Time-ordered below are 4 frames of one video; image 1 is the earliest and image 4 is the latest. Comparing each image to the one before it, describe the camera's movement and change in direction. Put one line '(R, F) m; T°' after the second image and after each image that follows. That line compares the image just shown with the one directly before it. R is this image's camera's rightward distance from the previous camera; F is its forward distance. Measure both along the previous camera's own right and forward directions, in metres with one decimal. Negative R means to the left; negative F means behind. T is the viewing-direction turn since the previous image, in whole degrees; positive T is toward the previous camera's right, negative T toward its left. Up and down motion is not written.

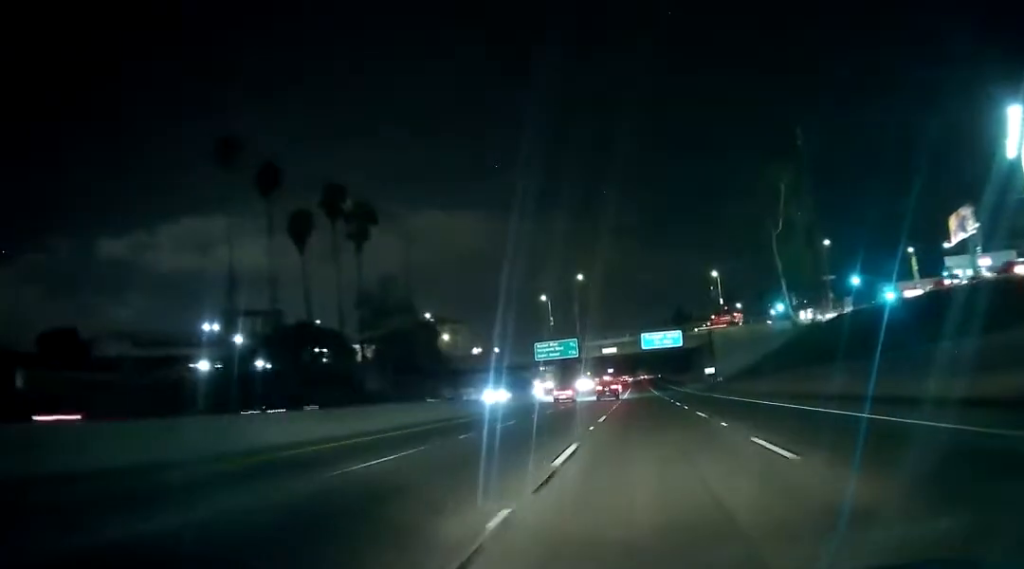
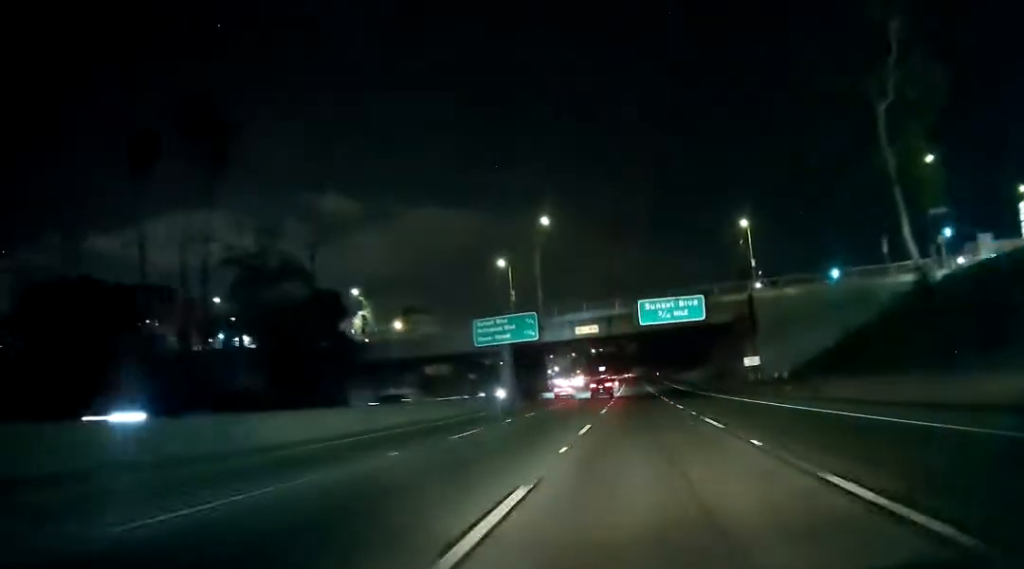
(+0.1, +36.5) m; +1°
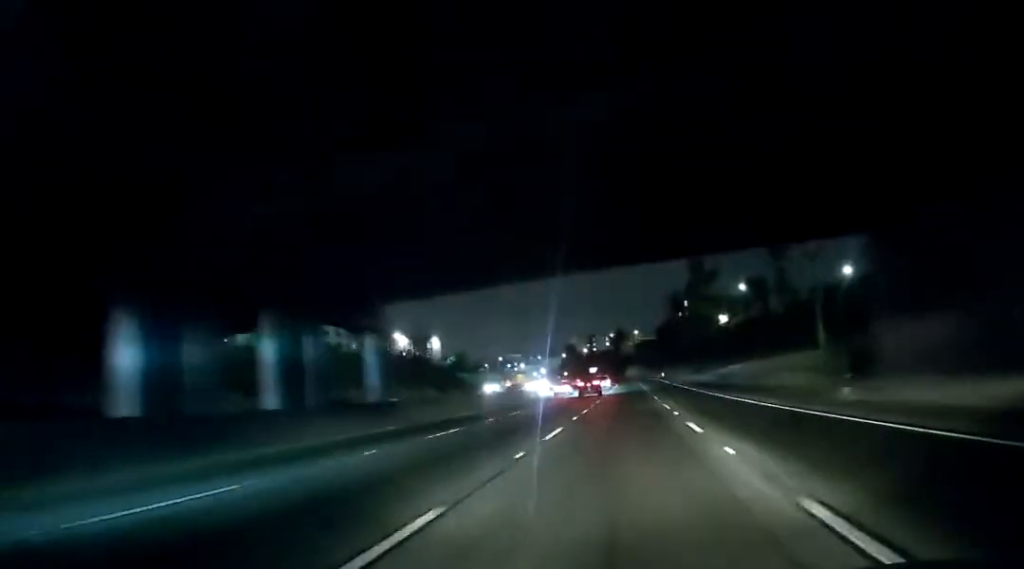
(+1.1, +59.6) m; +1°
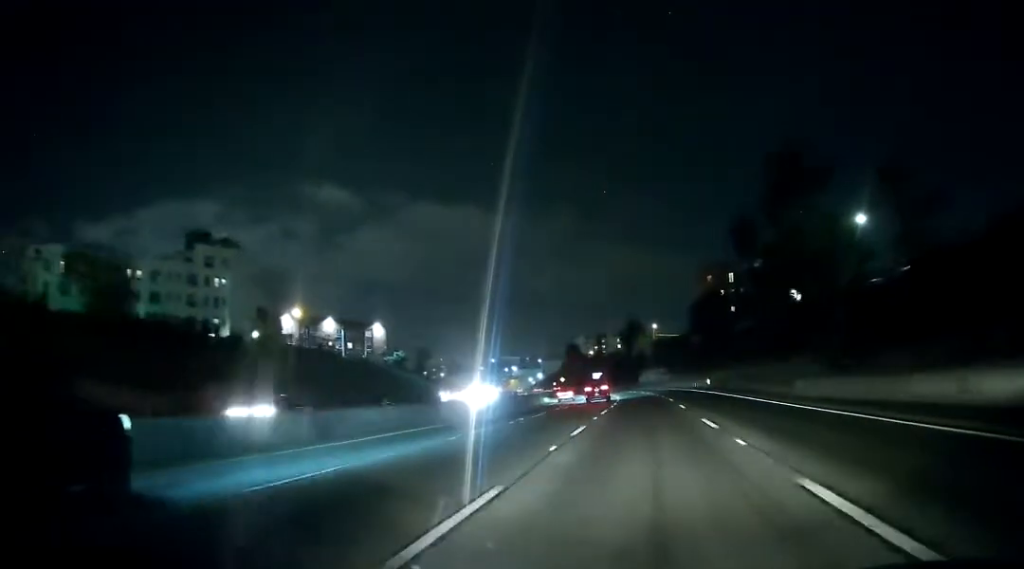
(-1.4, +71.3) m; -1°
